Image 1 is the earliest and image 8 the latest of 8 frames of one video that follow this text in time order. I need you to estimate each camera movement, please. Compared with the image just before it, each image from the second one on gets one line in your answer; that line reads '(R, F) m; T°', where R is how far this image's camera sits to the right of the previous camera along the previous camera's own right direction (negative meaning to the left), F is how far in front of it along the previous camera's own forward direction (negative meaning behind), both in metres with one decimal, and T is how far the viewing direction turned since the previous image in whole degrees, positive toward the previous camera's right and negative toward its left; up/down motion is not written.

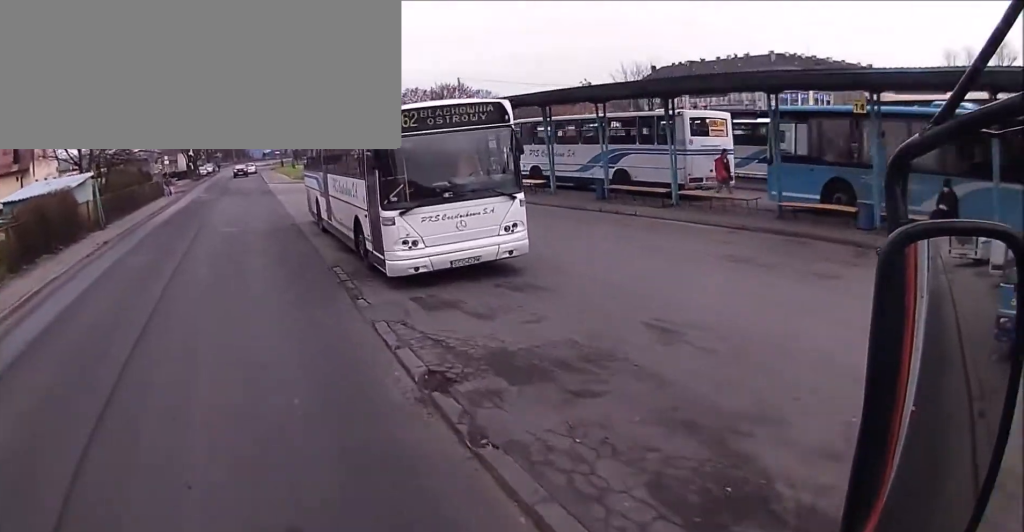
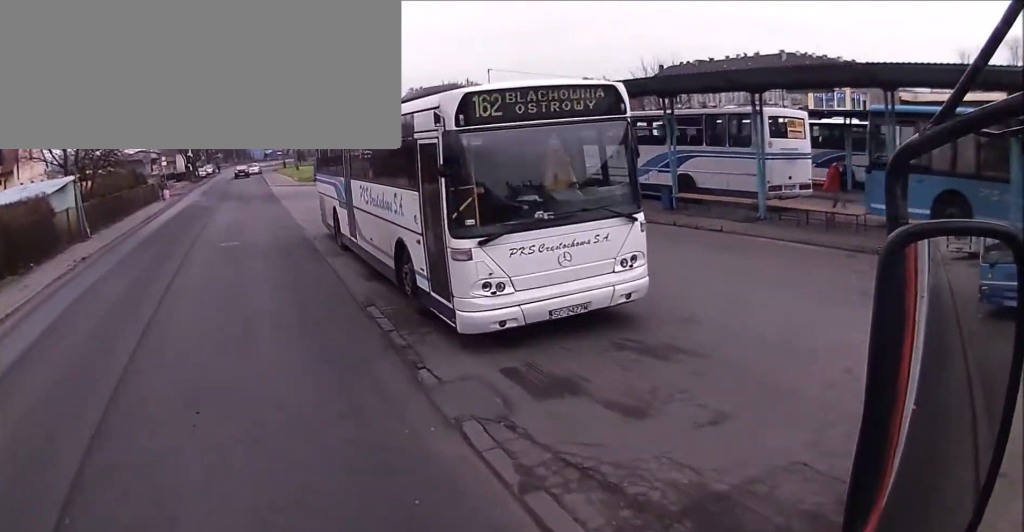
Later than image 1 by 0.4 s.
(-0.1, +3.7) m; 0°
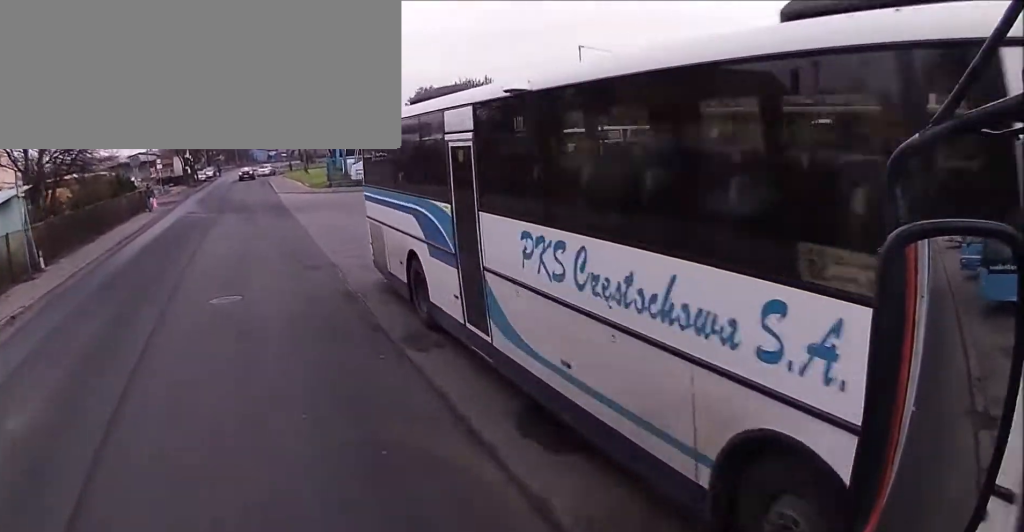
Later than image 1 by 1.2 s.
(0.0, +7.5) m; 0°
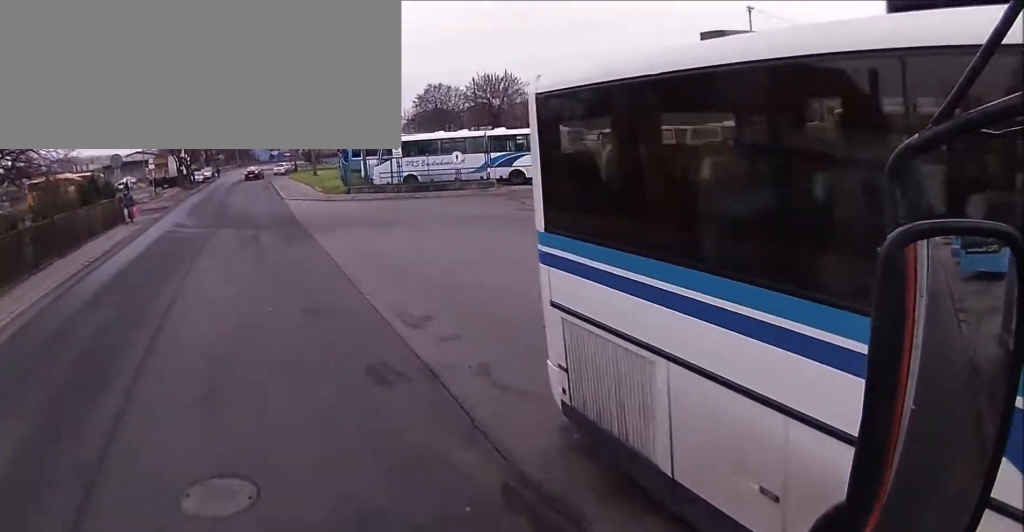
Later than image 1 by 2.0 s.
(+0.1, +7.6) m; 0°
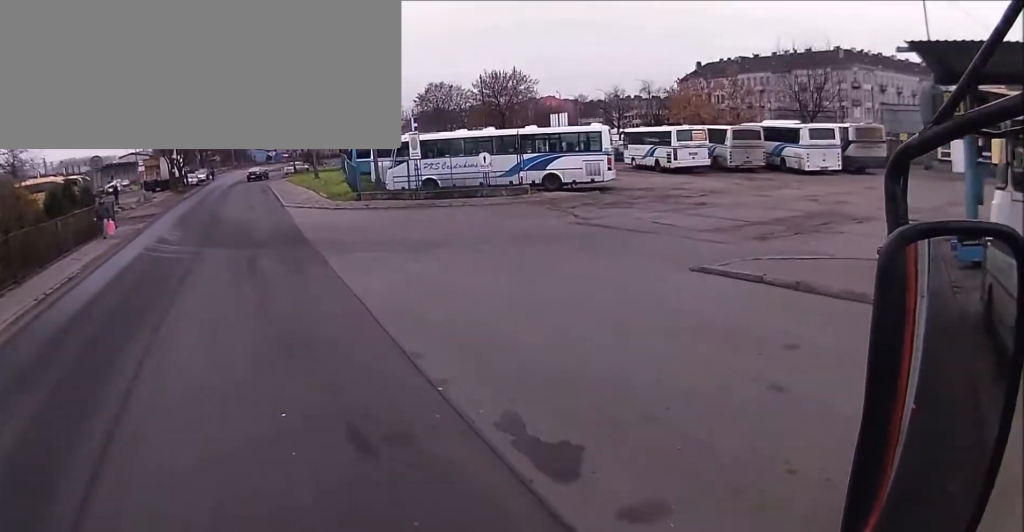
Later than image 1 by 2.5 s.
(-0.2, +4.7) m; 0°
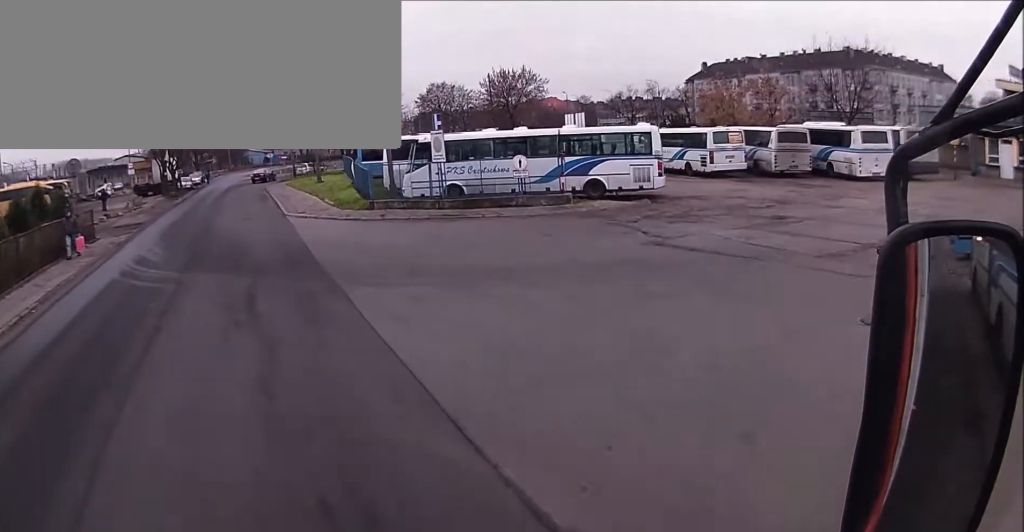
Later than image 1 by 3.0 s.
(0.0, +4.4) m; 0°
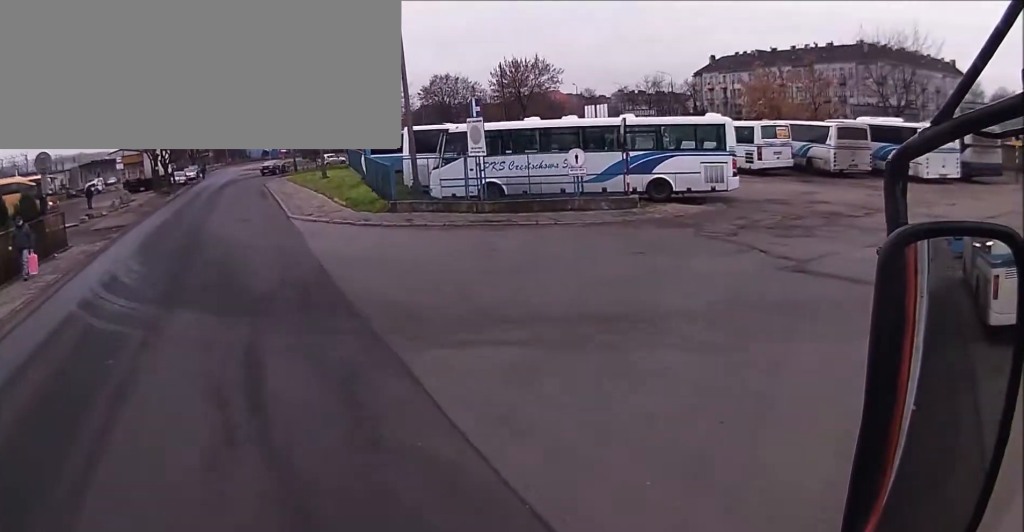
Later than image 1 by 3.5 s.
(+0.2, +4.7) m; 0°
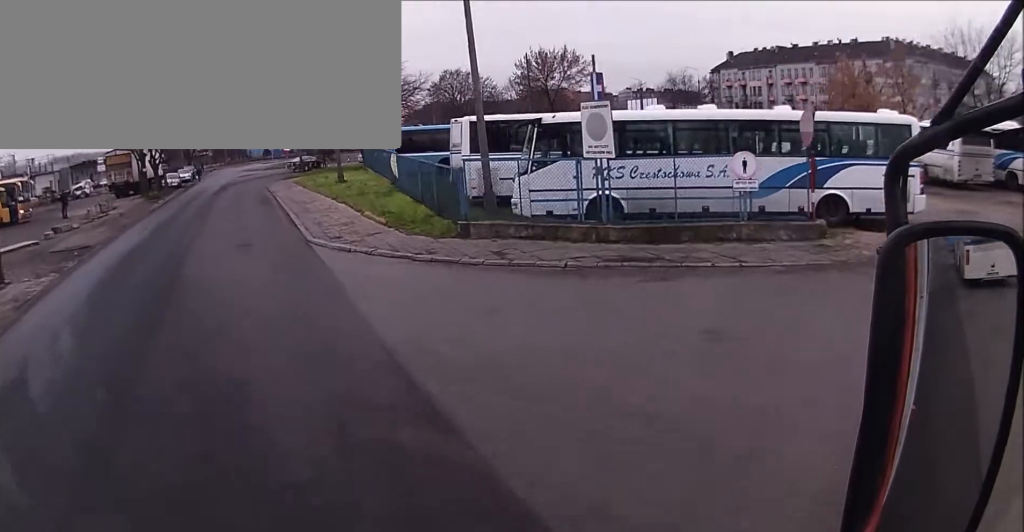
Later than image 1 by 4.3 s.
(-0.1, +7.5) m; -1°
